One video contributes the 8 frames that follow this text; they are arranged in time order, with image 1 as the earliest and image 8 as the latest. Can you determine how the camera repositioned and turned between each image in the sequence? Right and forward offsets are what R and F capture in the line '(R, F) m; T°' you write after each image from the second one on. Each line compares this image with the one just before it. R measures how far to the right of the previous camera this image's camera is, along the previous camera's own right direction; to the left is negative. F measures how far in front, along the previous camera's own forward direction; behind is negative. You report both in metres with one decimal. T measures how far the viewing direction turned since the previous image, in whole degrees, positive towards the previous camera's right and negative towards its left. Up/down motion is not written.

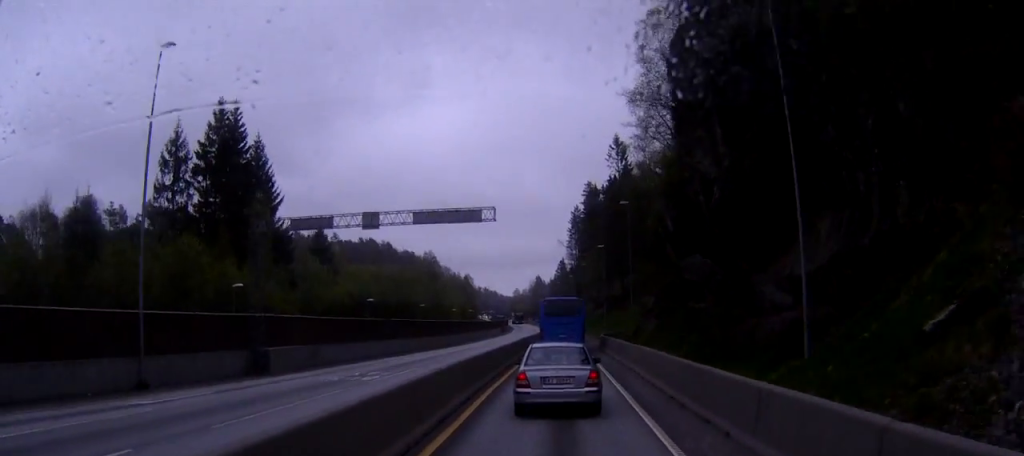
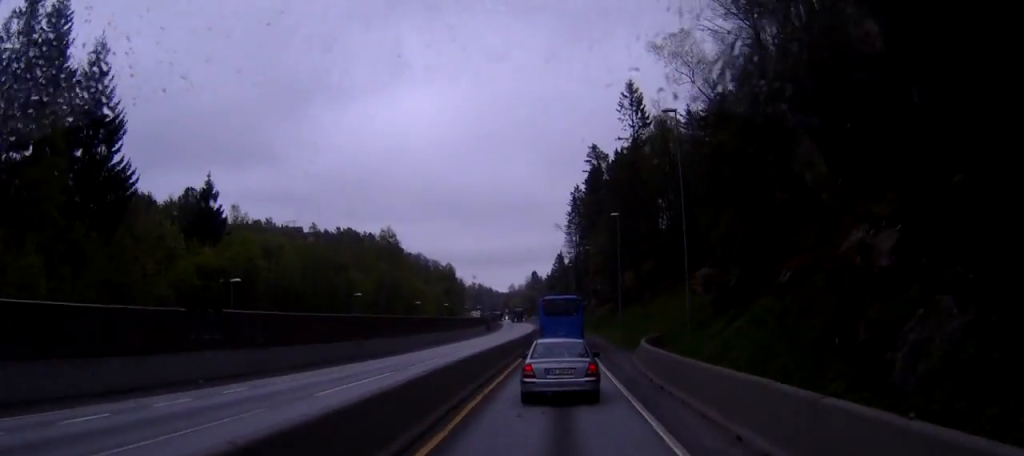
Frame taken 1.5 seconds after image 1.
(+0.2, +30.9) m; 0°
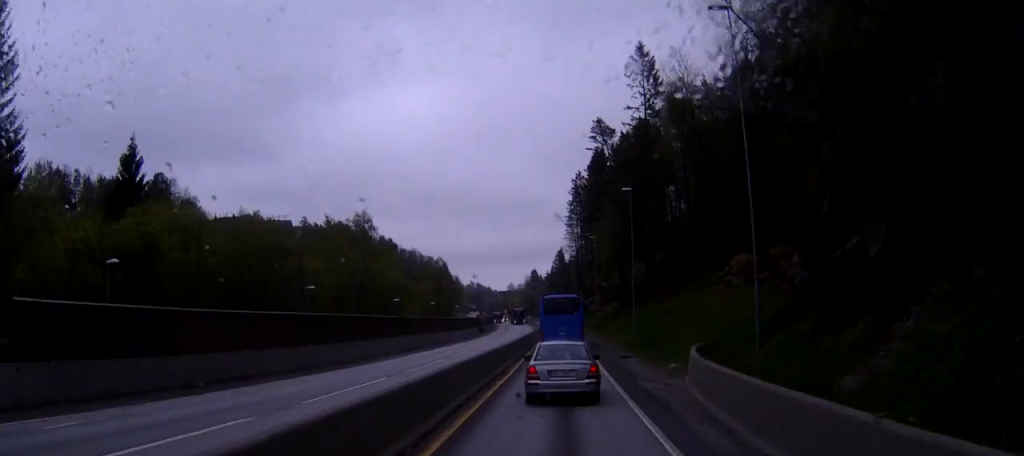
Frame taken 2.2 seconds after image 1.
(-0.3, +13.3) m; +1°
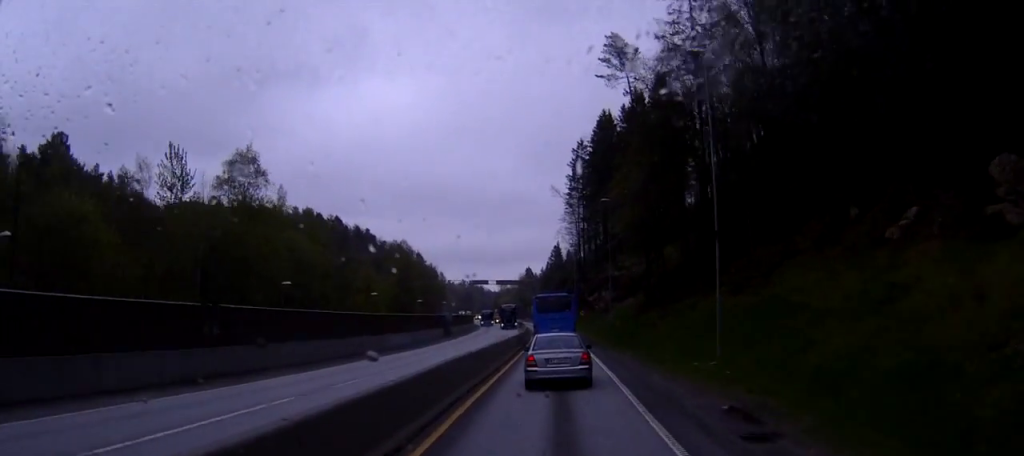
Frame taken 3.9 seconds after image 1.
(+0.3, +33.8) m; 0°
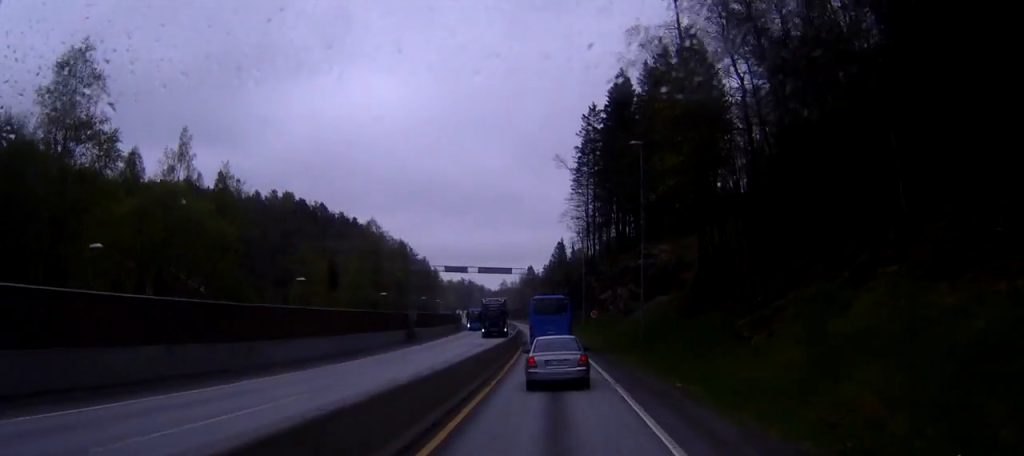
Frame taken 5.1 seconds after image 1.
(-0.2, +23.7) m; 0°
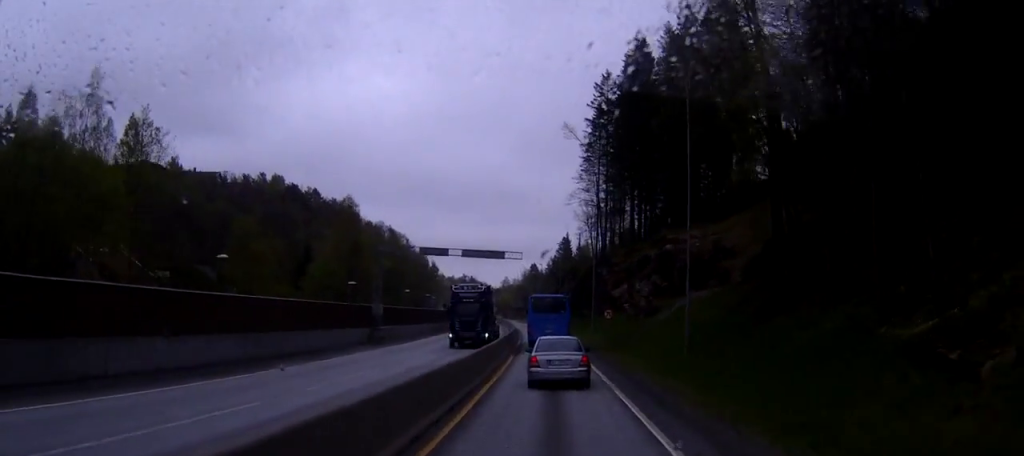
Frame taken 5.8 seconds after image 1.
(+0.1, +14.5) m; -1°
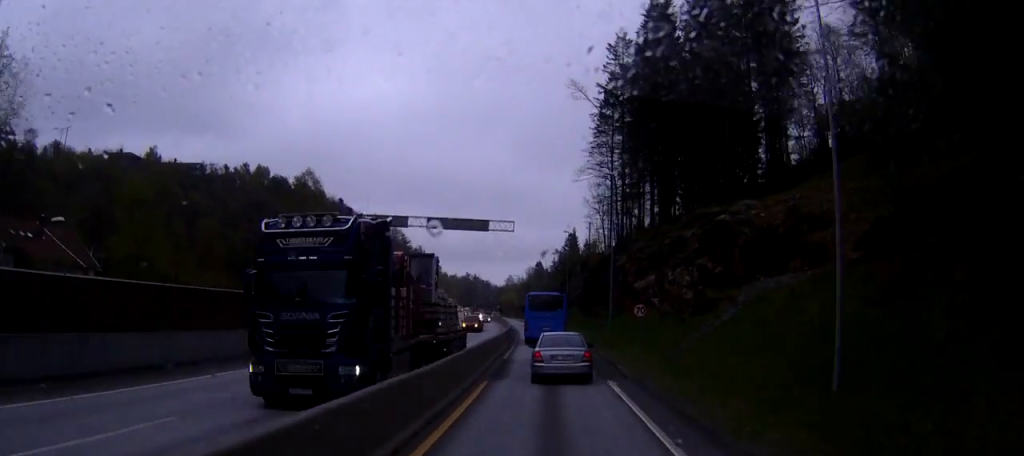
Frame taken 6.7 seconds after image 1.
(-0.5, +16.4) m; -2°
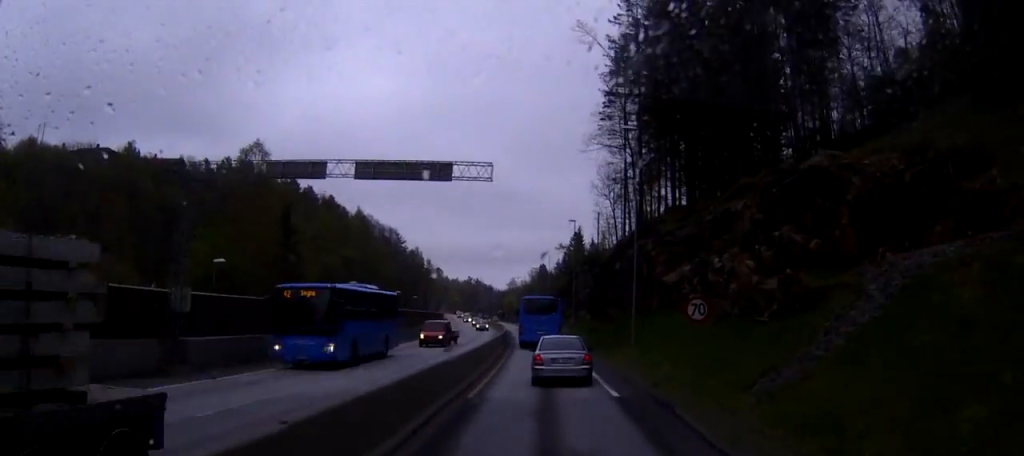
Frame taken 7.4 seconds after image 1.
(0.0, +13.8) m; 0°
